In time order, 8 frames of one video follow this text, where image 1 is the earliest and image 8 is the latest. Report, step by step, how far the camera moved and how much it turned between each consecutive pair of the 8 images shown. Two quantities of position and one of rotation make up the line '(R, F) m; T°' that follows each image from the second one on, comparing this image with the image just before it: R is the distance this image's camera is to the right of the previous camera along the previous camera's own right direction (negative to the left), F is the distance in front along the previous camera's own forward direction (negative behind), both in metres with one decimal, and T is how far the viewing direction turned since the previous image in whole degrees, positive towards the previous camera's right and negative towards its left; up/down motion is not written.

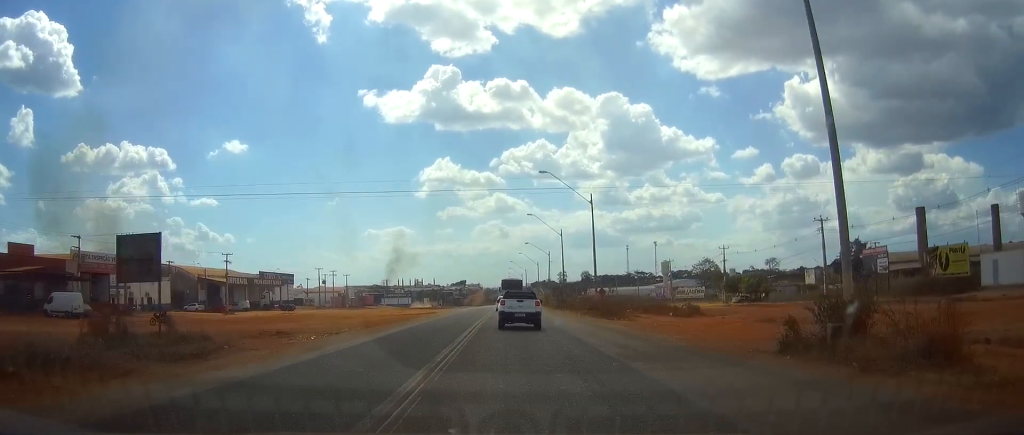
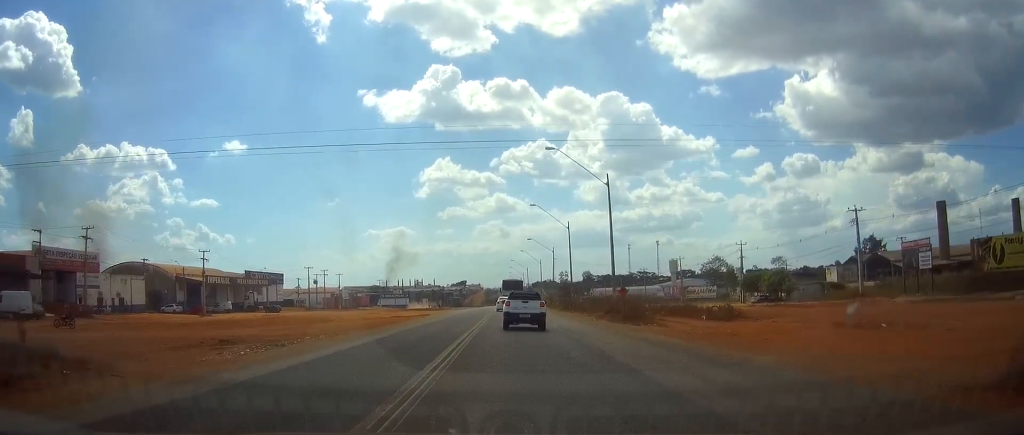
(0.0, +9.1) m; 0°
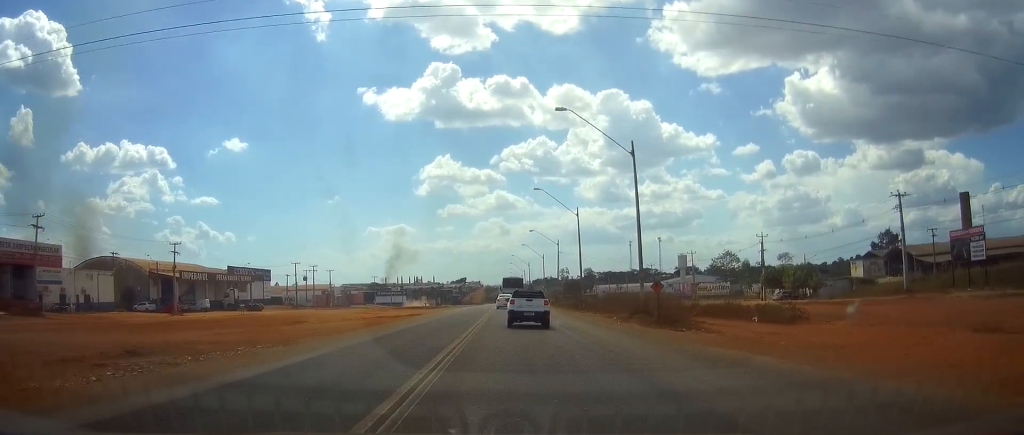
(0.0, +9.8) m; 0°
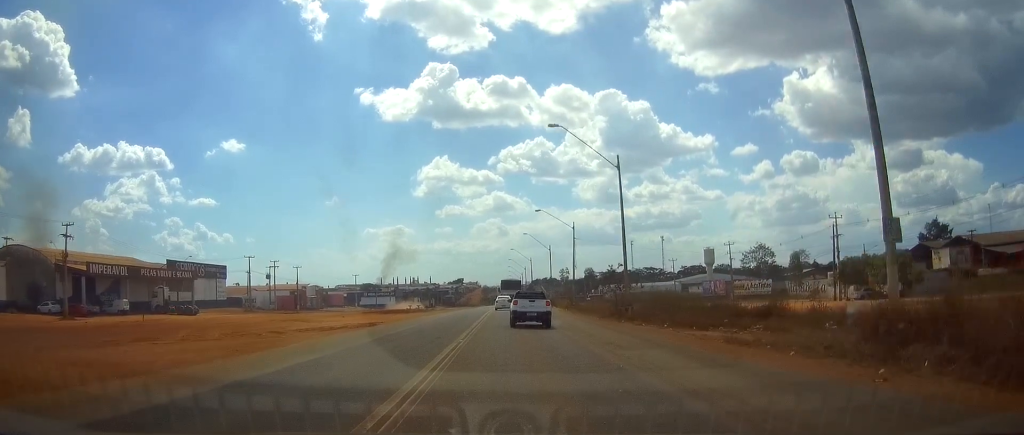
(-0.1, +26.7) m; 0°
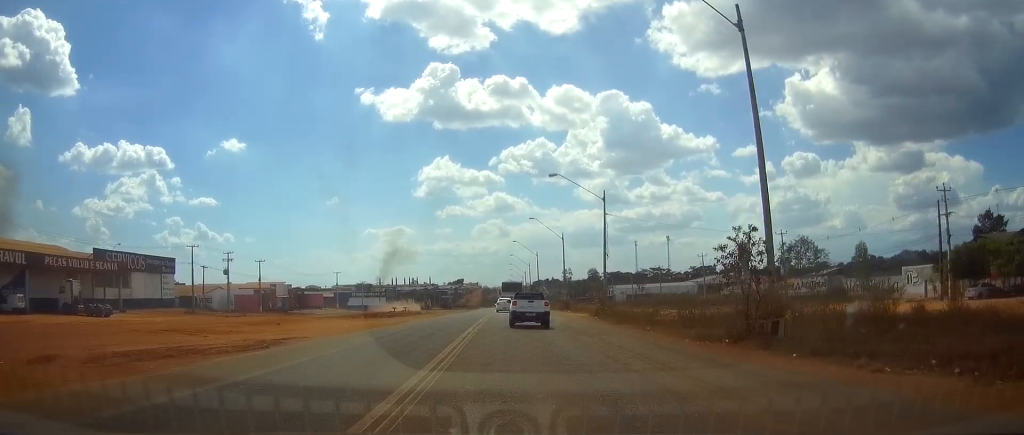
(0.0, +23.0) m; 0°
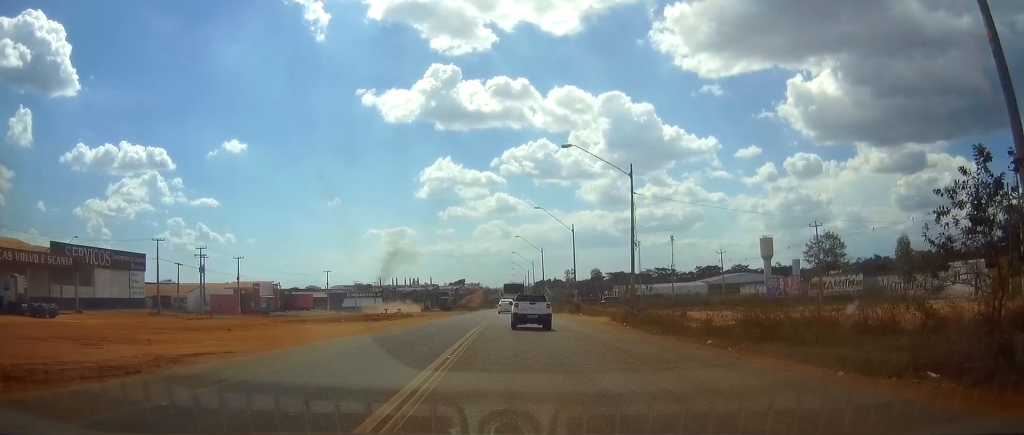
(0.0, +11.0) m; 0°
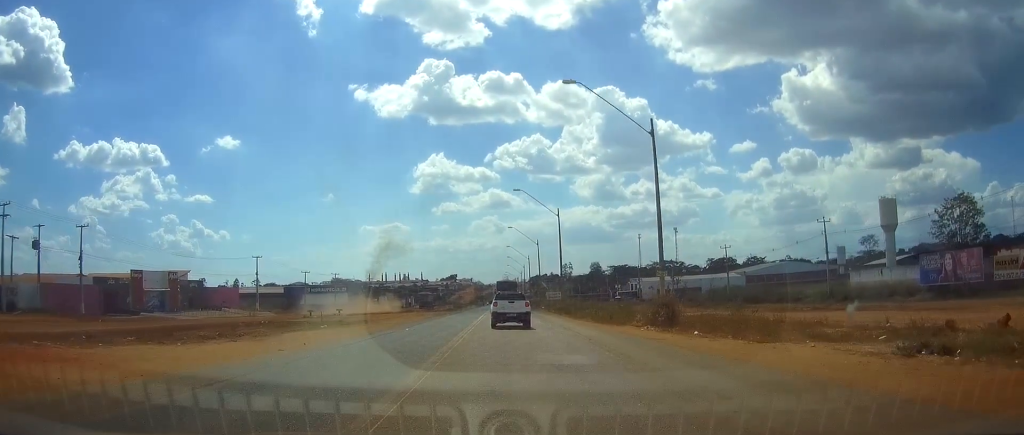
(+0.3, +45.3) m; +1°
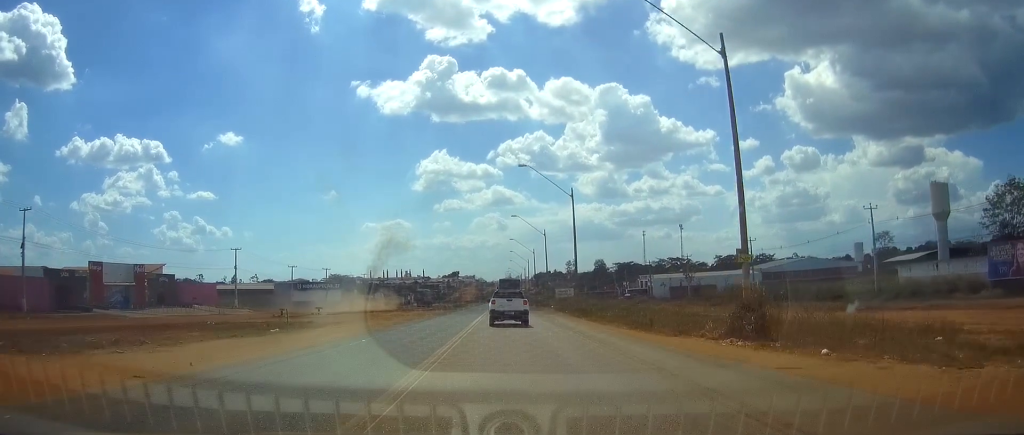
(0.0, +11.1) m; 0°
